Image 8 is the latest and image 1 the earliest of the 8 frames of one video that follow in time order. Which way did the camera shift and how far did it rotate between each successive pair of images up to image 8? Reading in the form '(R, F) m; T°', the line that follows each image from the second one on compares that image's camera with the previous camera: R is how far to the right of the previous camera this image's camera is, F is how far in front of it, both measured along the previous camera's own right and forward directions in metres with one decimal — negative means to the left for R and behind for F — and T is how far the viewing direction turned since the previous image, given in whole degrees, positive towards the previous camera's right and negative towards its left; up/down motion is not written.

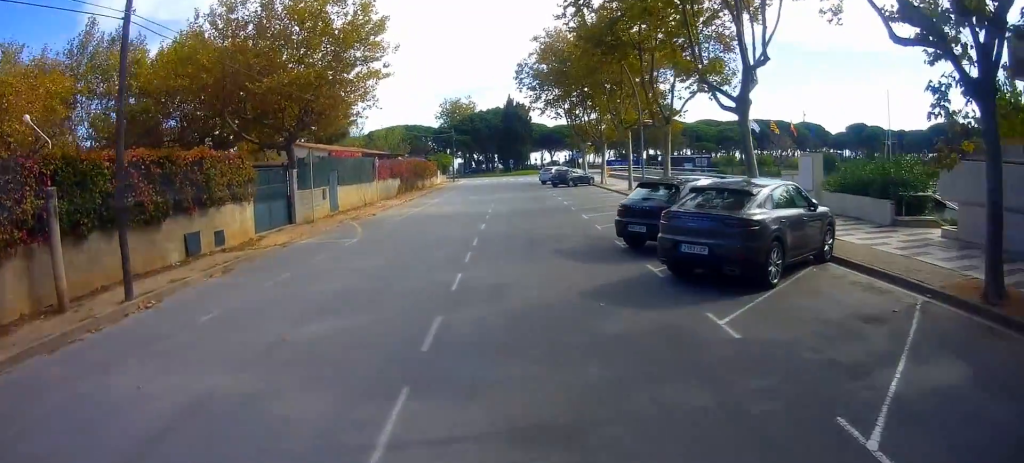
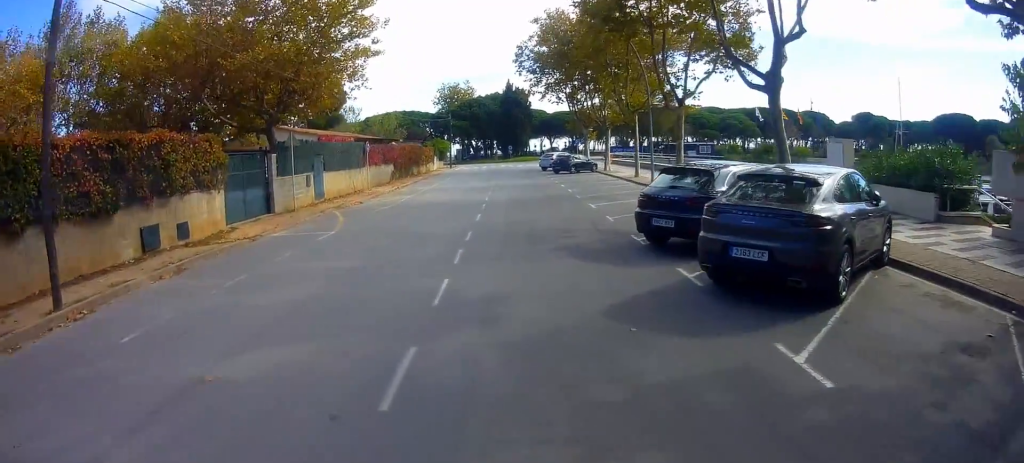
(-0.3, +2.4) m; 0°
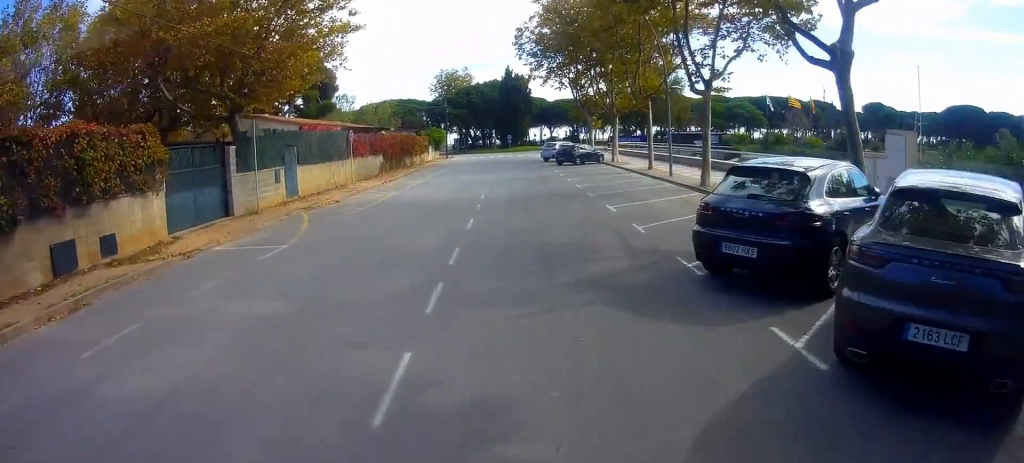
(+0.4, +3.4) m; -1°
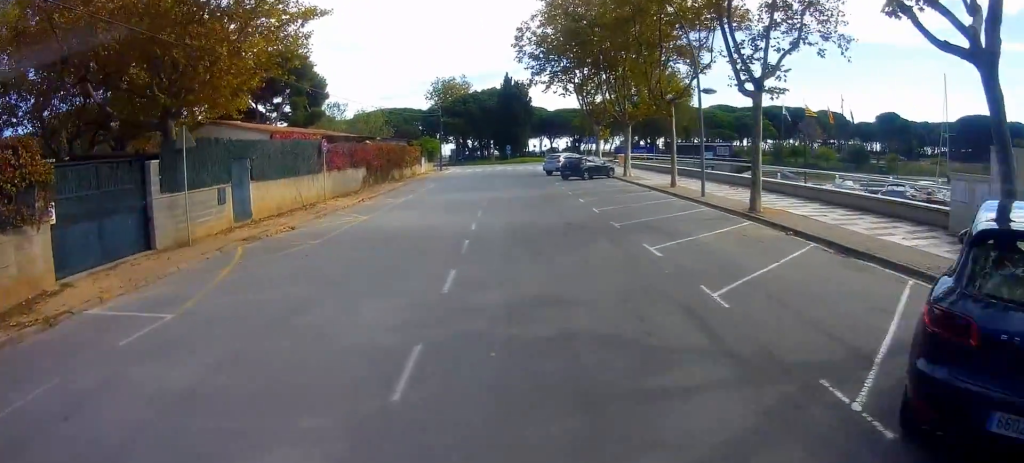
(-0.3, +4.3) m; 0°
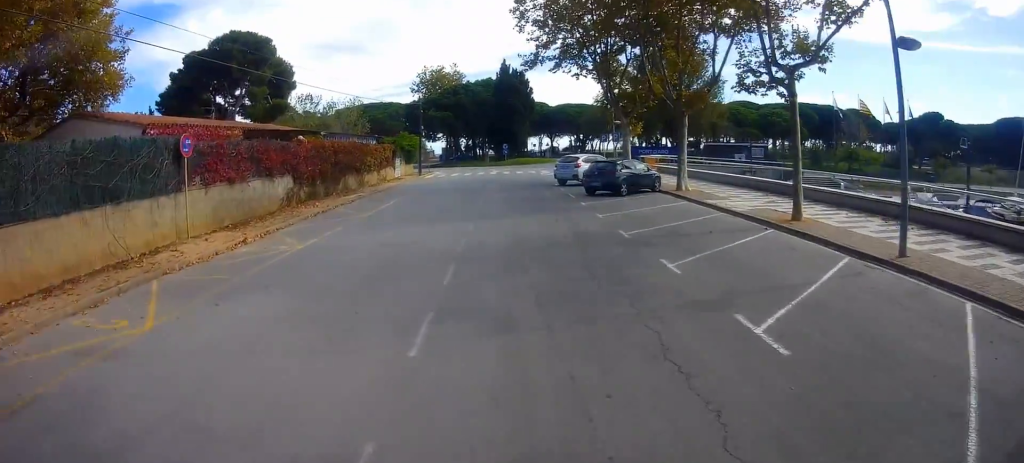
(+1.0, +11.2) m; 0°
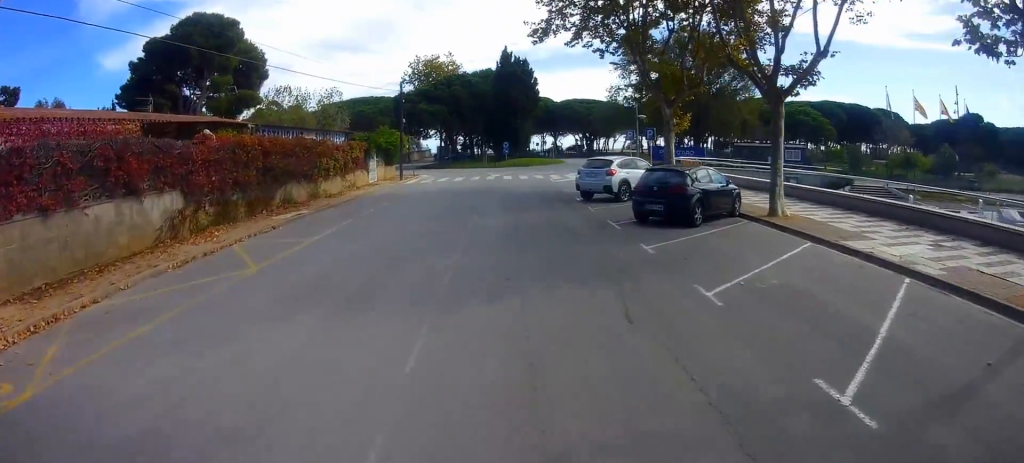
(-0.9, +8.2) m; -2°
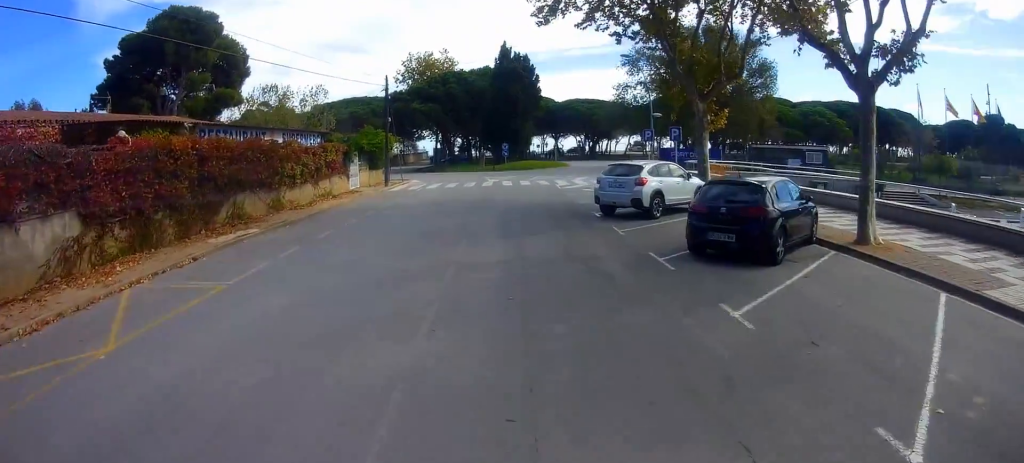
(+0.4, +4.3) m; +4°
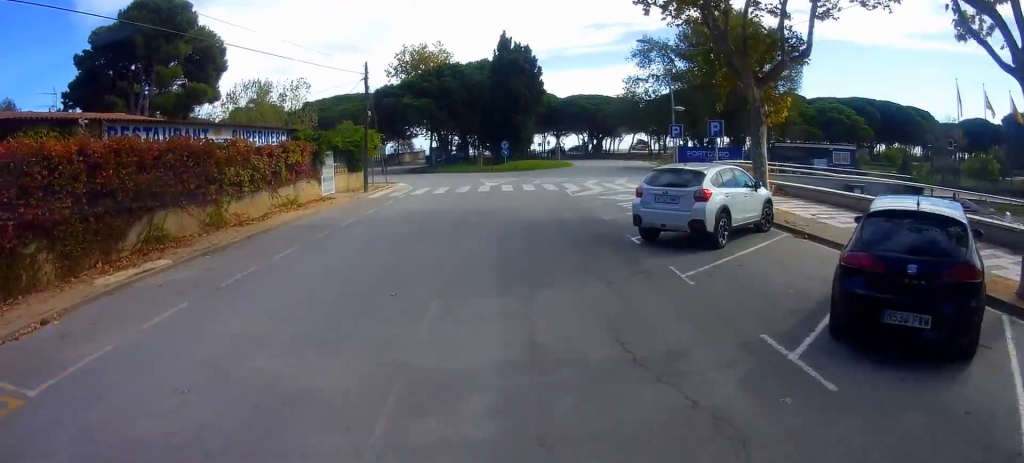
(+0.2, +4.9) m; +3°
